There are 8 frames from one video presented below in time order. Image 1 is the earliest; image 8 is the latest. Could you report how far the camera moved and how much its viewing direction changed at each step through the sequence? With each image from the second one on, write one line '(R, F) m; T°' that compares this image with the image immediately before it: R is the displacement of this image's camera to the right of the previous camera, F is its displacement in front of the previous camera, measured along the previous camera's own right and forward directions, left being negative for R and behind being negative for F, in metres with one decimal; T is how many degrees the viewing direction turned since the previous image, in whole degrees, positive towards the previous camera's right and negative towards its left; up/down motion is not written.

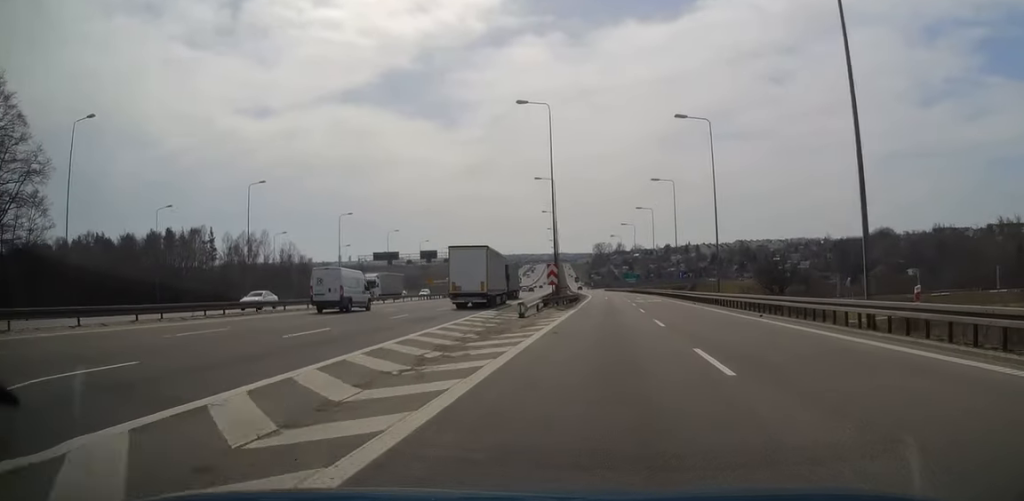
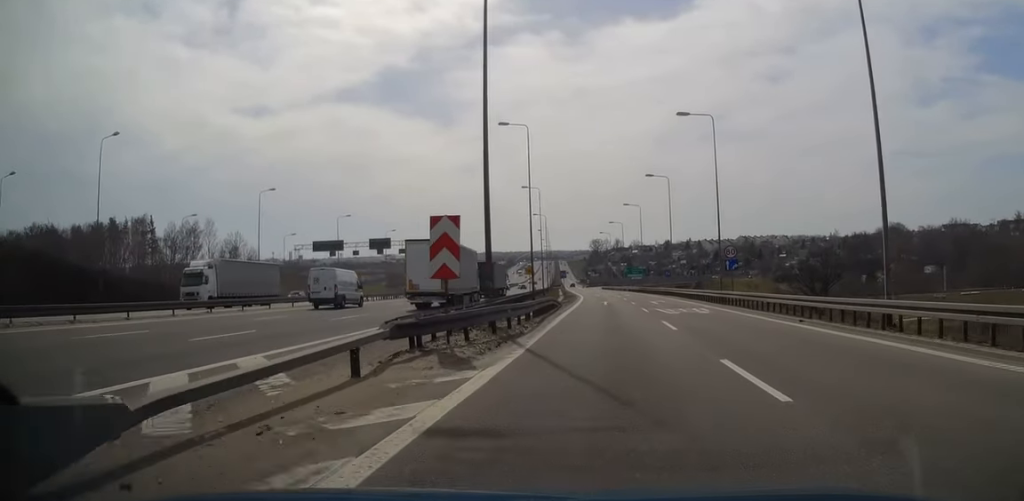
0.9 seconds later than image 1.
(+0.2, +27.1) m; 0°
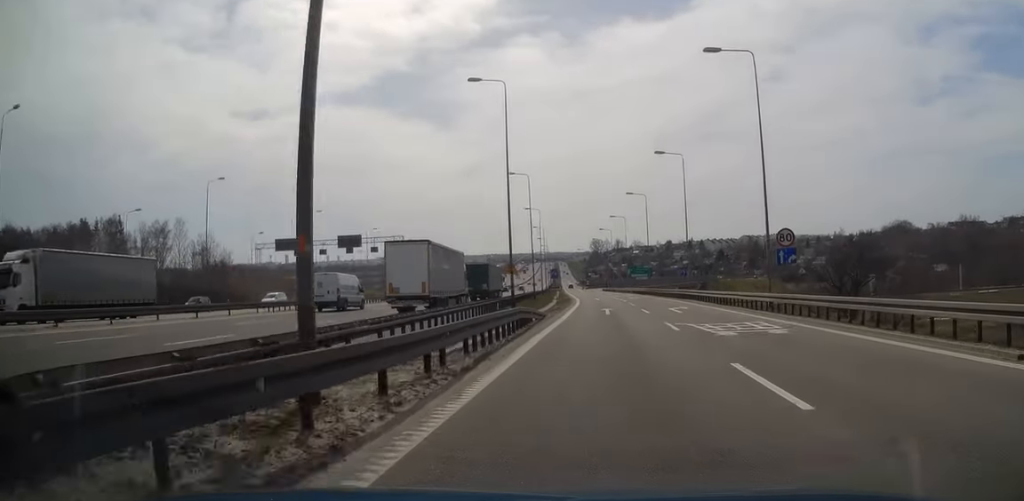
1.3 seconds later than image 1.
(0.0, +13.0) m; 0°
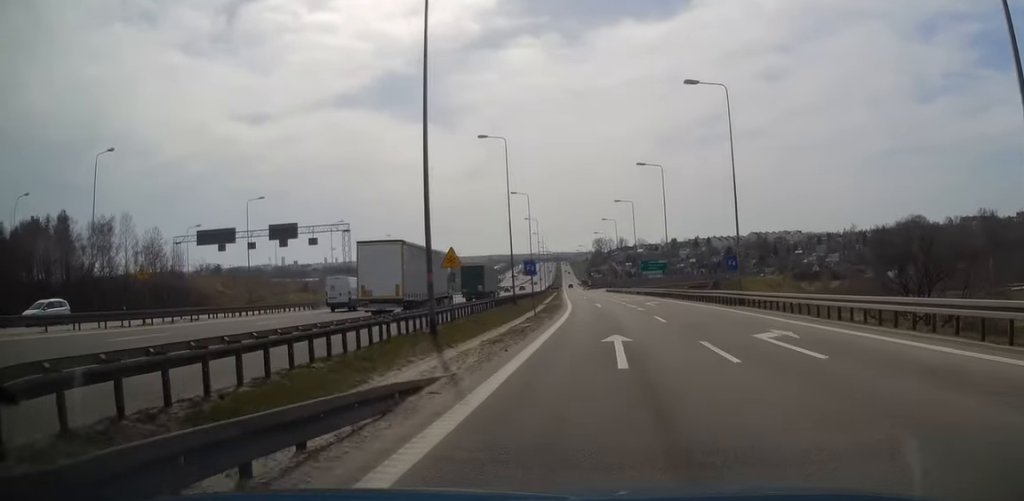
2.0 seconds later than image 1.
(-0.1, +19.5) m; 0°
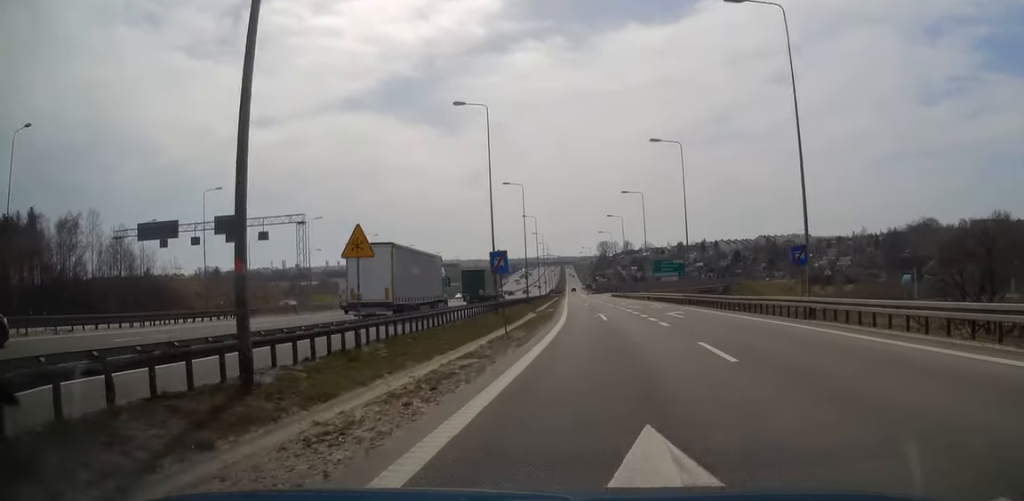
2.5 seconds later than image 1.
(0.0, +11.6) m; 0°
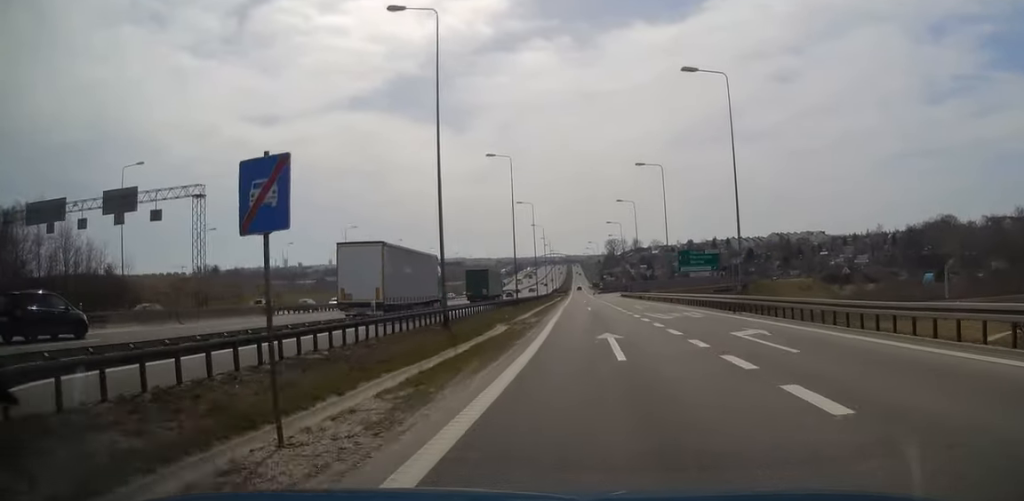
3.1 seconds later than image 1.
(0.0, +16.3) m; -1°
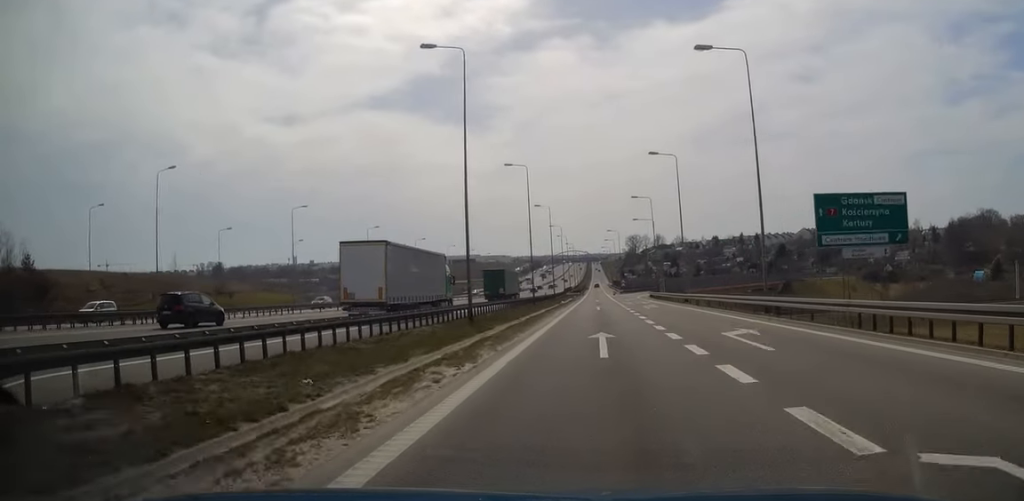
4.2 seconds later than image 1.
(-0.4, +29.2) m; -1°
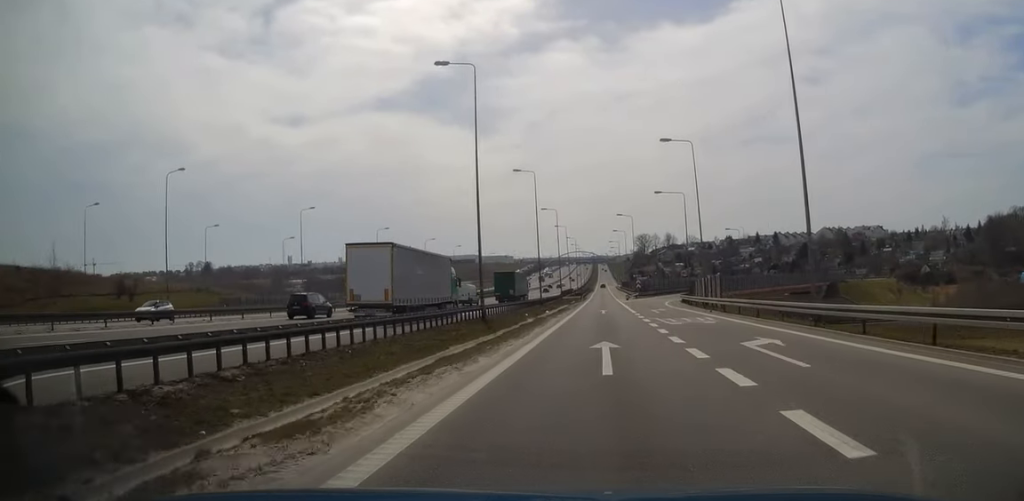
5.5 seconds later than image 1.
(-0.2, +32.0) m; -1°
